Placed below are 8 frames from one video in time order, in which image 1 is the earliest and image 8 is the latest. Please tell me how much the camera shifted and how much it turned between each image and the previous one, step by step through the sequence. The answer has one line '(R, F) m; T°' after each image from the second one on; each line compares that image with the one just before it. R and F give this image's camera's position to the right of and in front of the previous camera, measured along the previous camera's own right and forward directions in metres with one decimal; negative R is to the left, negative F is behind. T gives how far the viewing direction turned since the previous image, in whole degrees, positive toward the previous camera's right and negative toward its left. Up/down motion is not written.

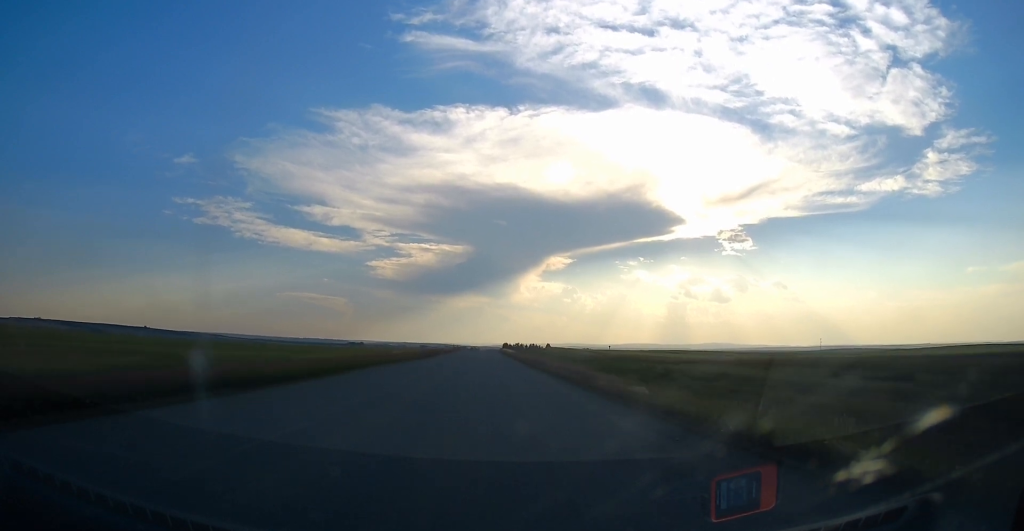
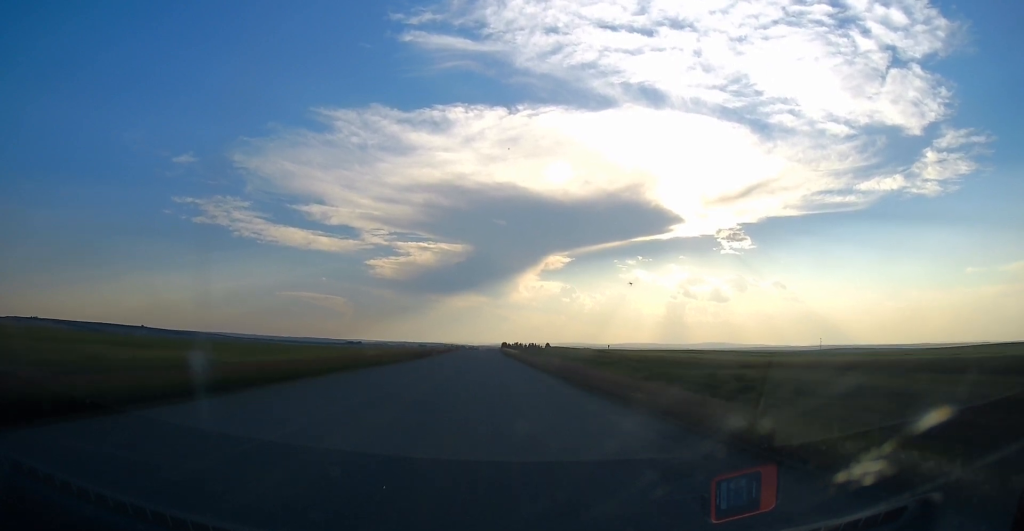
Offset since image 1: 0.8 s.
(0.0, +13.5) m; 0°
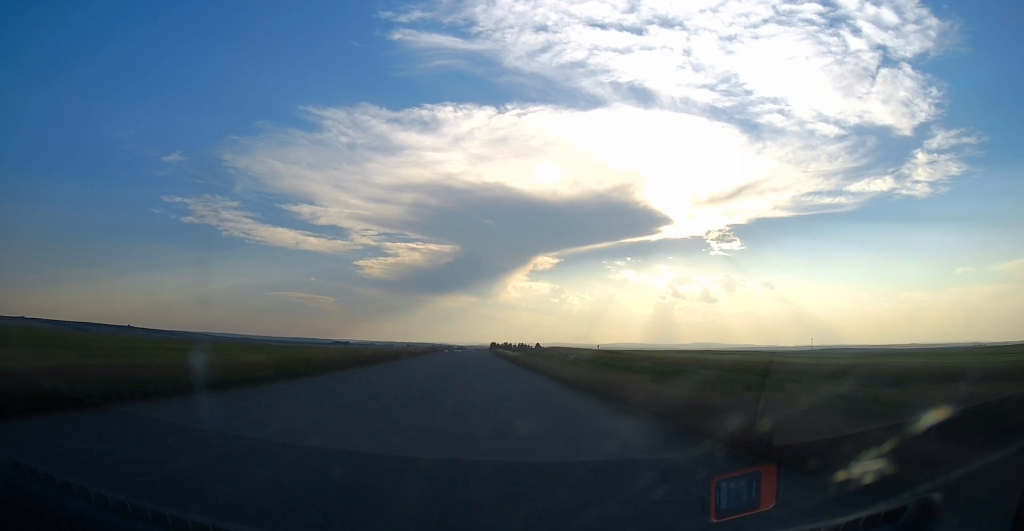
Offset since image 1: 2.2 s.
(+0.4, +24.3) m; +1°
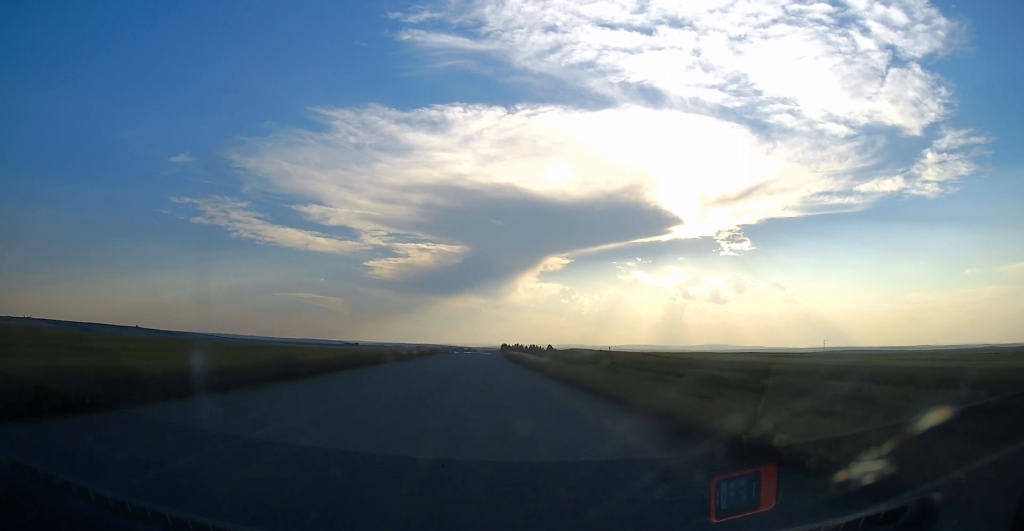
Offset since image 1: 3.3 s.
(-0.1, +18.8) m; -1°
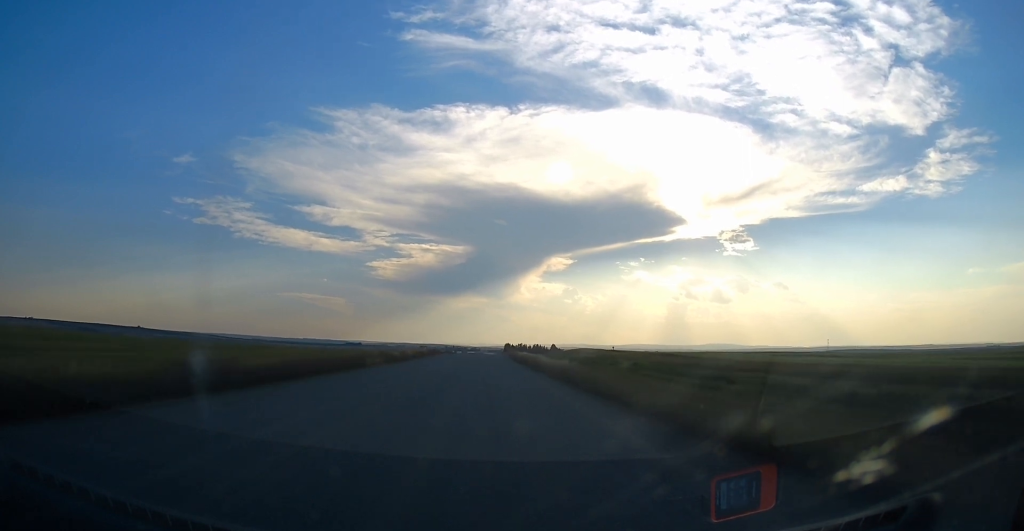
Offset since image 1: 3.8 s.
(-0.1, +8.6) m; -1°
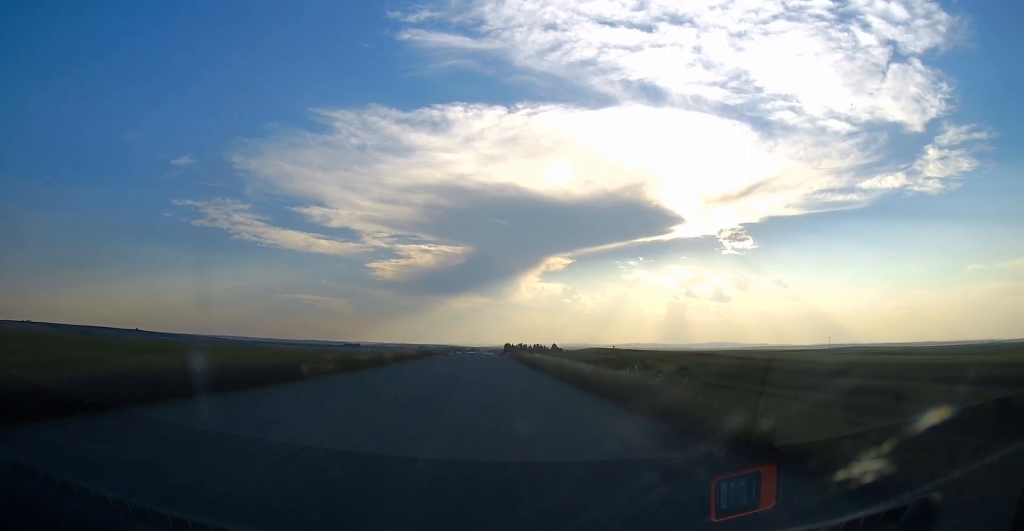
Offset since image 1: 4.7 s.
(0.0, +15.4) m; 0°
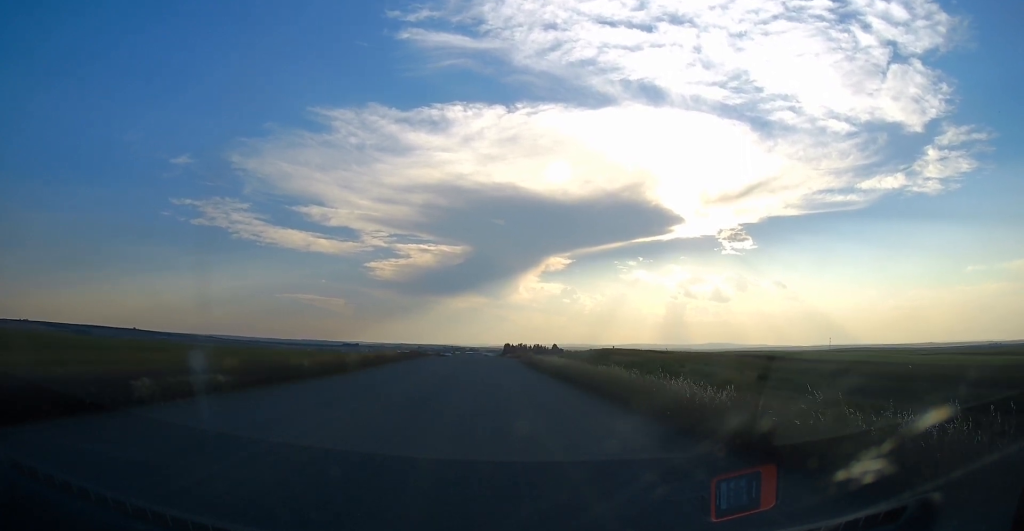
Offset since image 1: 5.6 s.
(0.0, +14.4) m; +1°
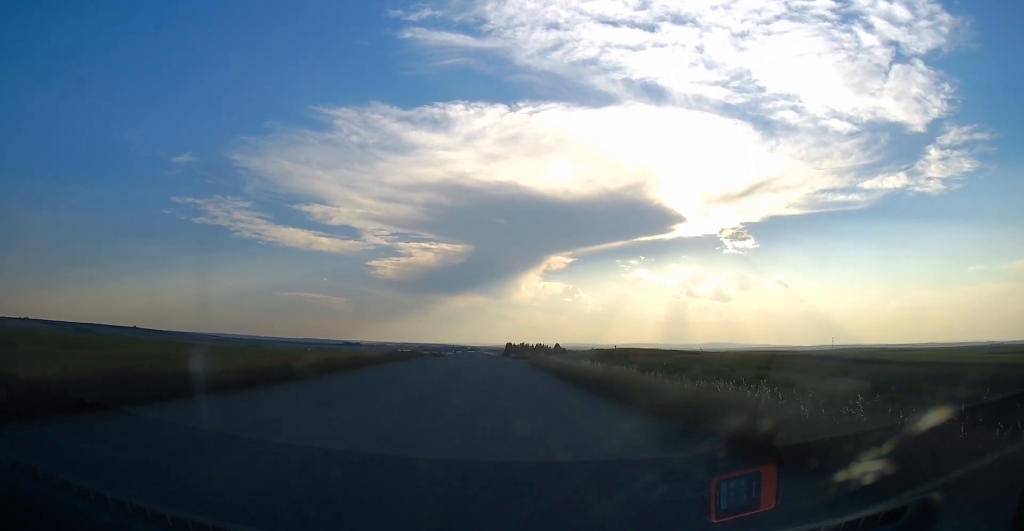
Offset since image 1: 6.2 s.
(+0.2, +10.9) m; 0°
